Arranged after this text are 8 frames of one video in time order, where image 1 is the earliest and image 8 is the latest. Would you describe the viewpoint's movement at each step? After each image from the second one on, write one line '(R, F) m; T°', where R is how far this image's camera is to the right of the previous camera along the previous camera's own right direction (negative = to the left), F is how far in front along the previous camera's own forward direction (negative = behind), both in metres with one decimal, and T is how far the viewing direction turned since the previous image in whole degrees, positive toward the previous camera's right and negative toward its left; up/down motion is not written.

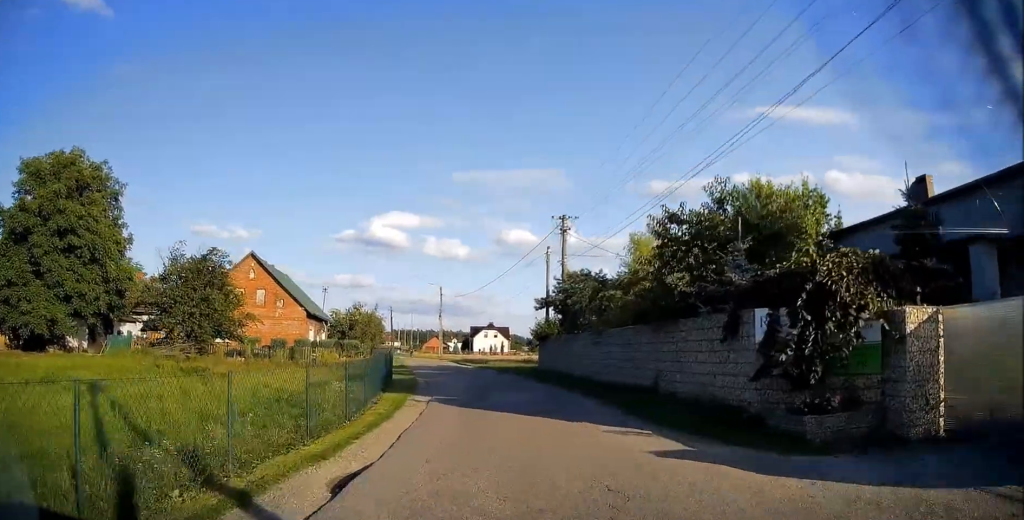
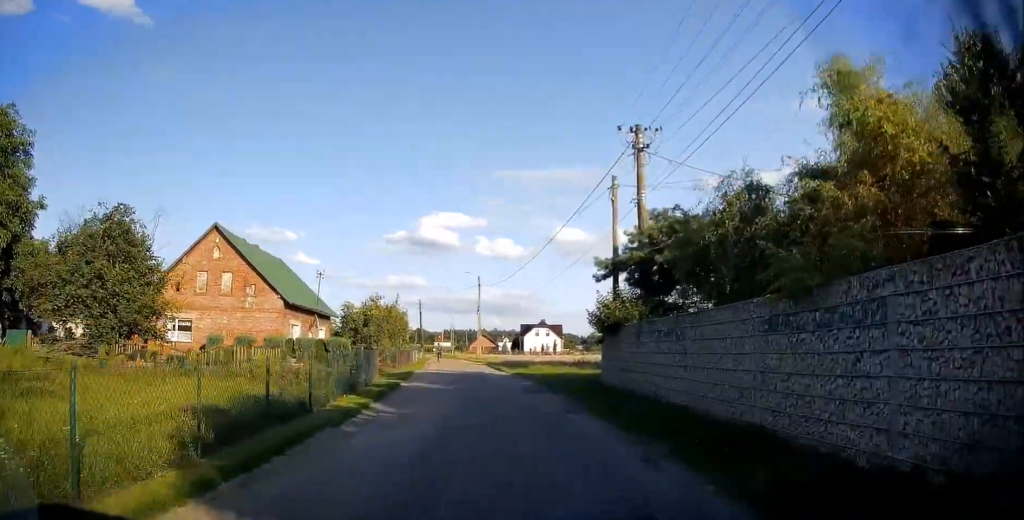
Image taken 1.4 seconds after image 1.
(-0.8, +12.8) m; -7°
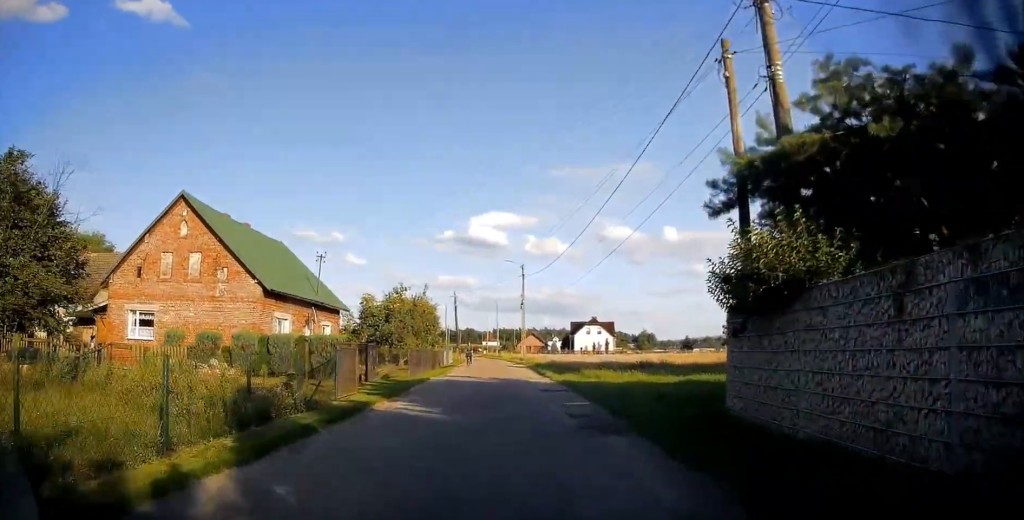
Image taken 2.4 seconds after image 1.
(-0.2, +8.6) m; -3°
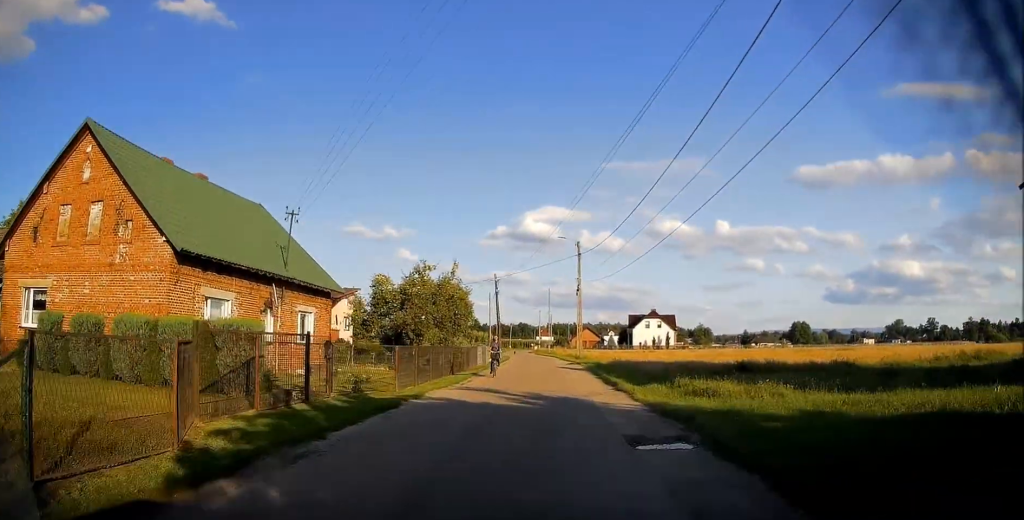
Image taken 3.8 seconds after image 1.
(-0.5, +10.9) m; -3°
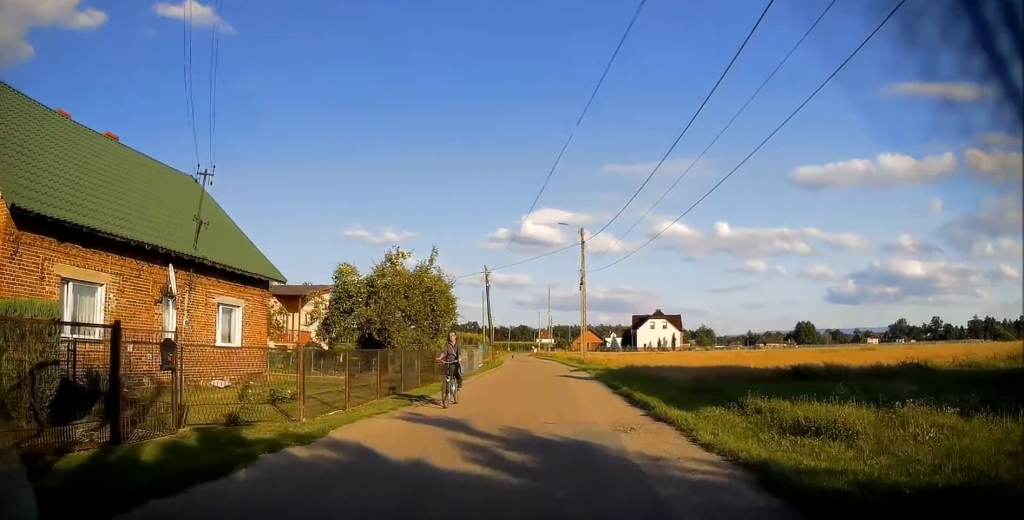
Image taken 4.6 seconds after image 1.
(0.0, +6.8) m; -2°
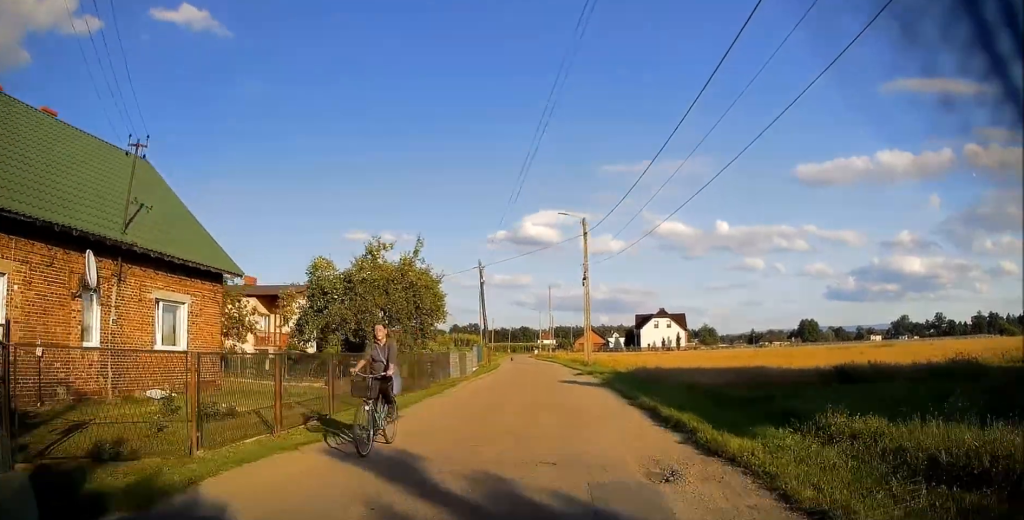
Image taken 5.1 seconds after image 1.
(-0.1, +3.5) m; -1°
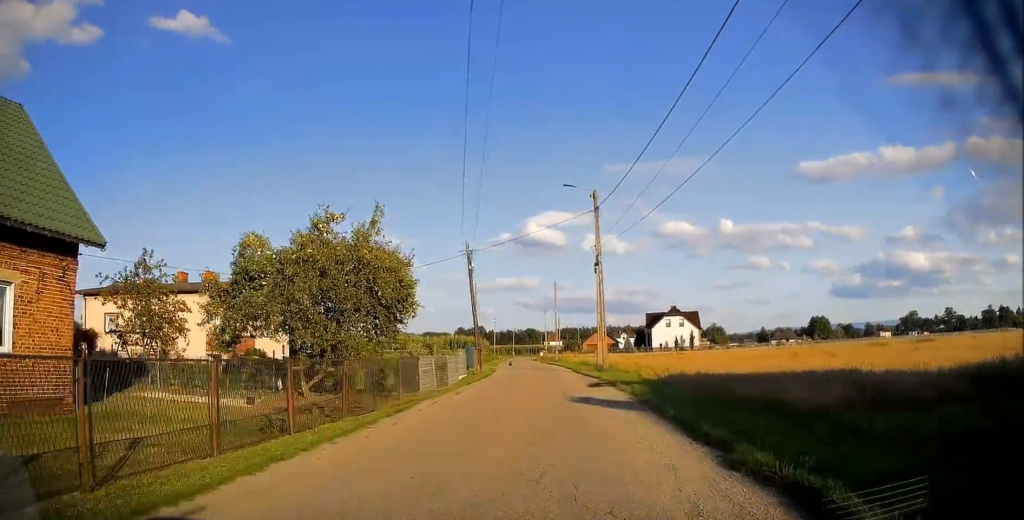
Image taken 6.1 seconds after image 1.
(-0.1, +7.4) m; 0°
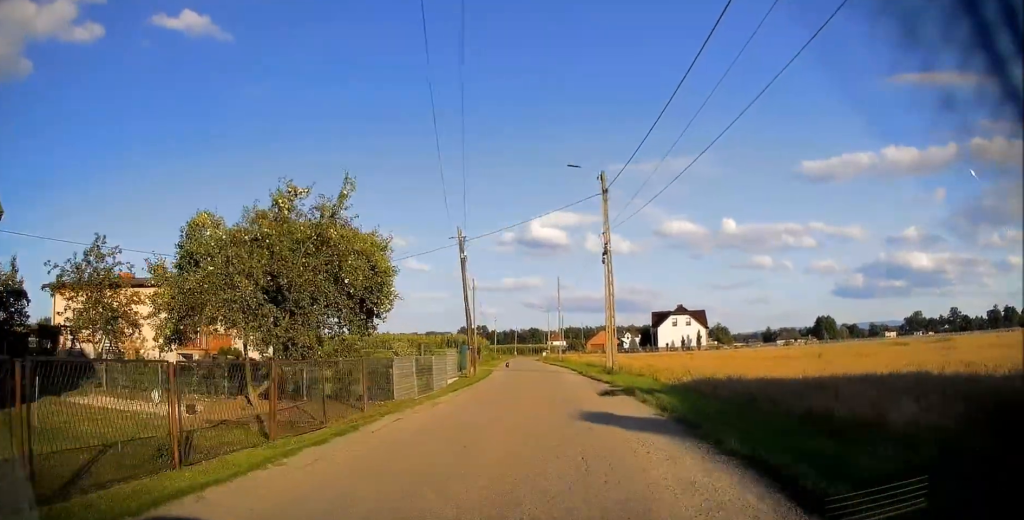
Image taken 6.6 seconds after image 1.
(0.0, +3.6) m; 0°
